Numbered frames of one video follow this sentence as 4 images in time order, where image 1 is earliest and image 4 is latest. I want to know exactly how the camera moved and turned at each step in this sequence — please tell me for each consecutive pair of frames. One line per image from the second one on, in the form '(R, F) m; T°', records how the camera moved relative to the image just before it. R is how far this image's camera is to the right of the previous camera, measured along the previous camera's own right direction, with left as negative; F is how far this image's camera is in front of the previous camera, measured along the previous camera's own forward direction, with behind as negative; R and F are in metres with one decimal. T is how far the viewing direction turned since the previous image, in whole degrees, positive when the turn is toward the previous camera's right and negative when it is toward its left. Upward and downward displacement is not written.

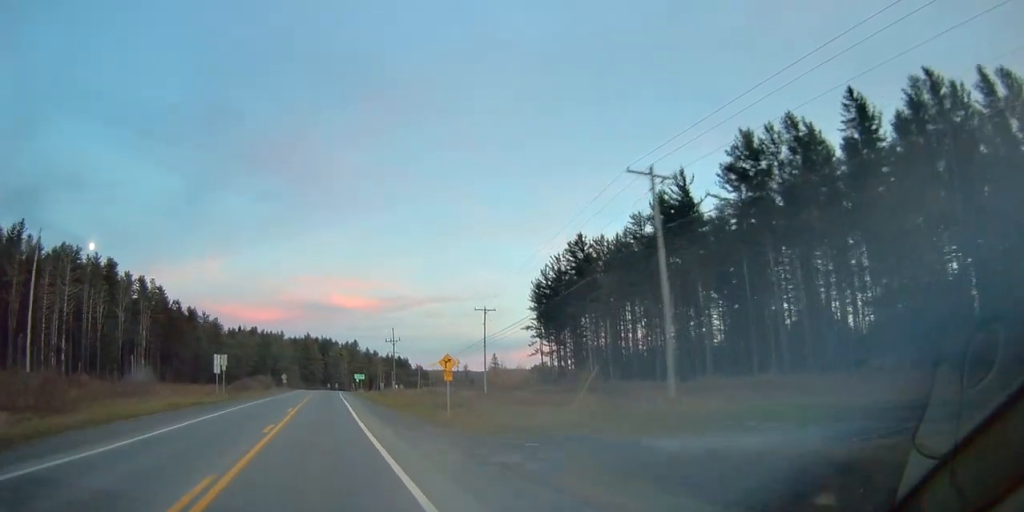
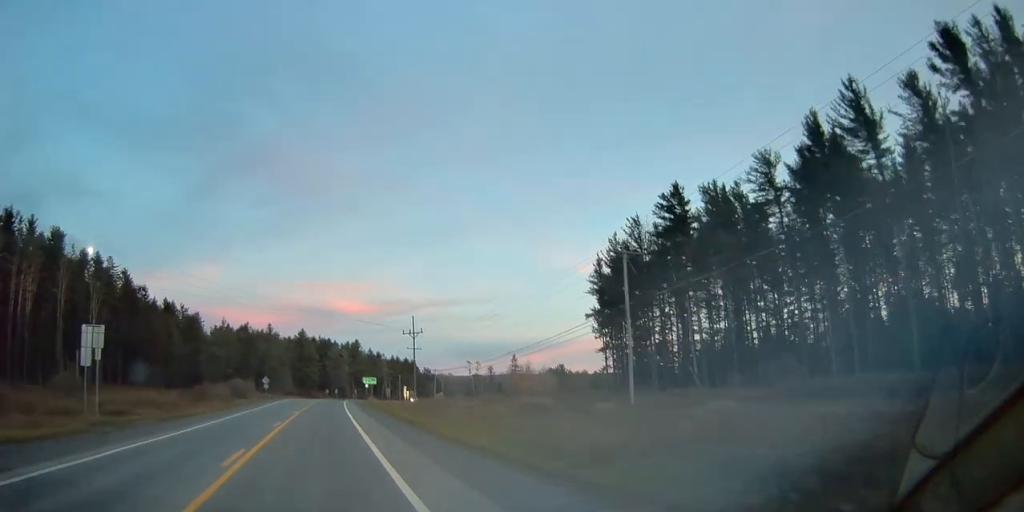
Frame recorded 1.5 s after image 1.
(-0.2, +31.2) m; 0°
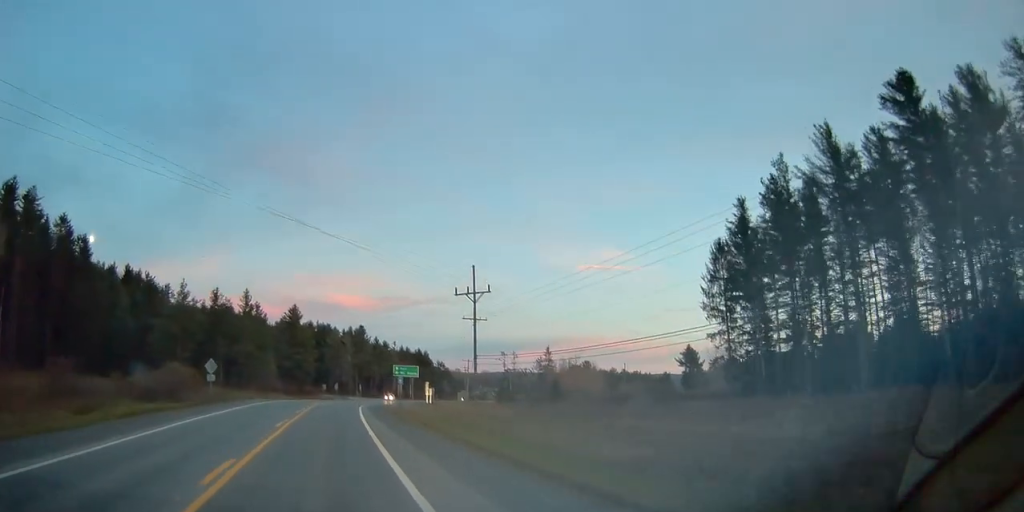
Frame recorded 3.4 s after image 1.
(+0.4, +39.2) m; +1°
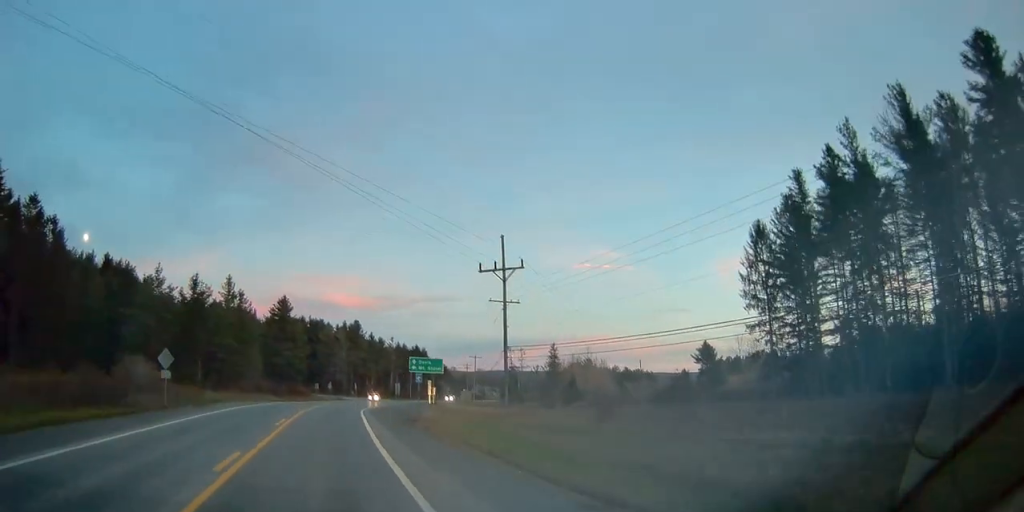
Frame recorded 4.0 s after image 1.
(0.0, +11.5) m; 0°
